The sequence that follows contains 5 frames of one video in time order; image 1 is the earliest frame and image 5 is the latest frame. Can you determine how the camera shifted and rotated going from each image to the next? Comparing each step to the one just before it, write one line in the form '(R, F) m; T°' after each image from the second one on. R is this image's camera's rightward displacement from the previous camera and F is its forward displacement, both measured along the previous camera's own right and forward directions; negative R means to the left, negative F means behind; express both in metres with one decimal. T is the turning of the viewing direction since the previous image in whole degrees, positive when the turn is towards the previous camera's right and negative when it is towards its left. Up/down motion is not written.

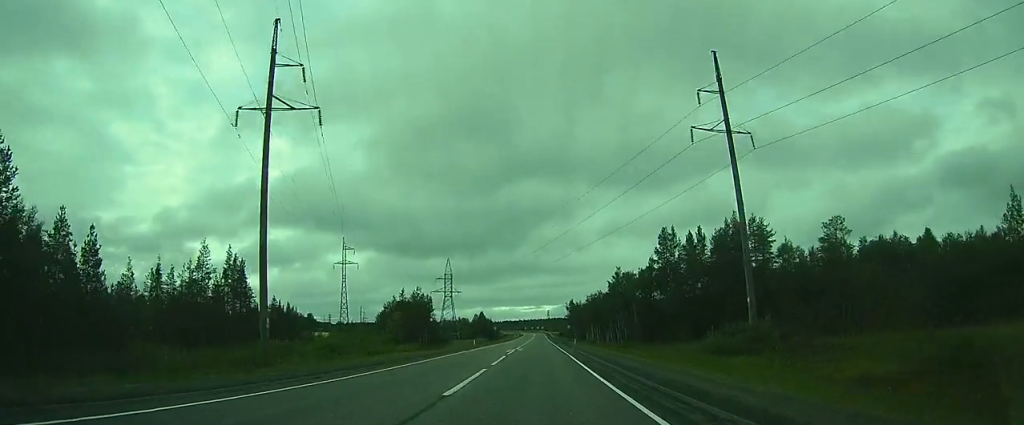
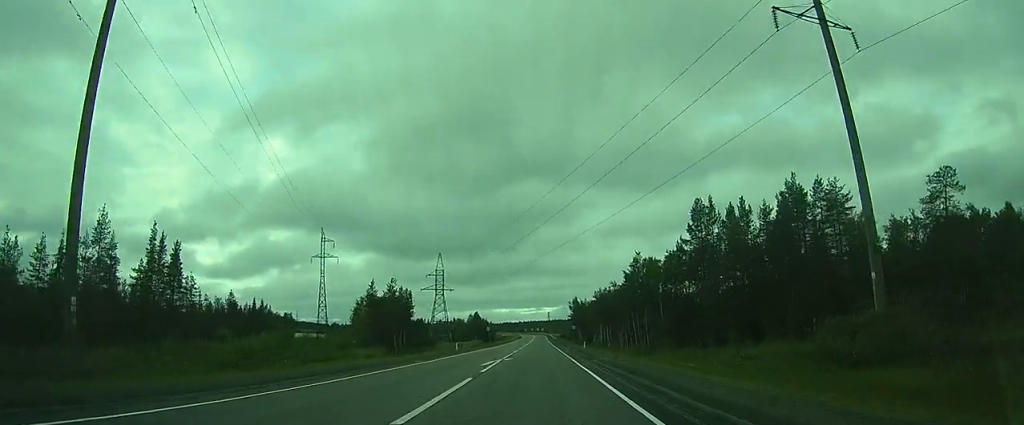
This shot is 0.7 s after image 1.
(0.0, +17.0) m; +1°
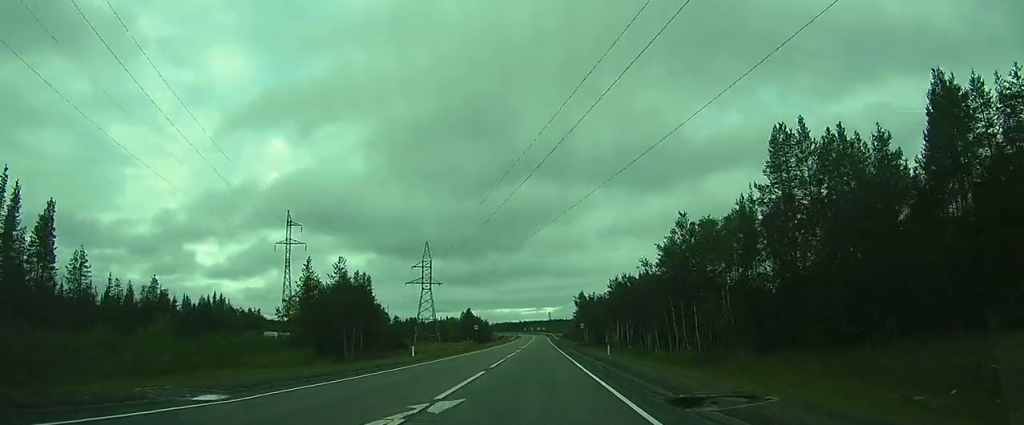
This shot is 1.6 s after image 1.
(+0.2, +21.9) m; +1°
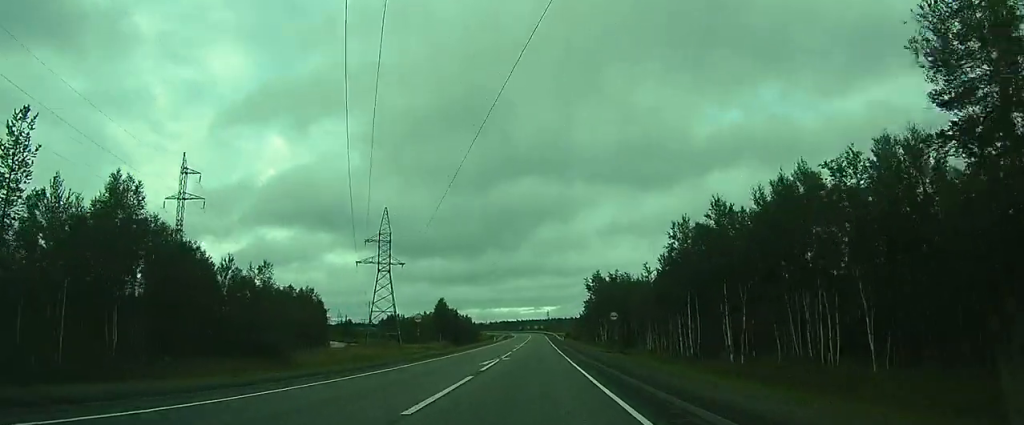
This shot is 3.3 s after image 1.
(+0.4, +41.4) m; +1°
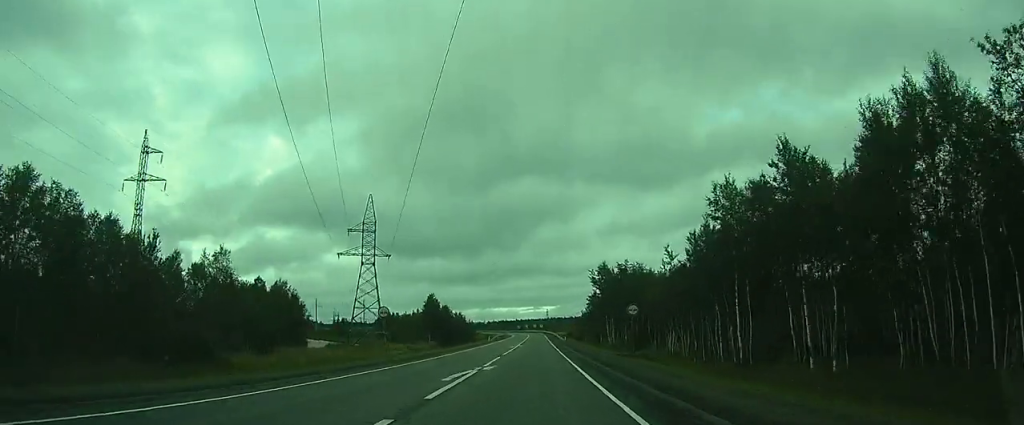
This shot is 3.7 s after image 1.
(0.0, +10.6) m; 0°
